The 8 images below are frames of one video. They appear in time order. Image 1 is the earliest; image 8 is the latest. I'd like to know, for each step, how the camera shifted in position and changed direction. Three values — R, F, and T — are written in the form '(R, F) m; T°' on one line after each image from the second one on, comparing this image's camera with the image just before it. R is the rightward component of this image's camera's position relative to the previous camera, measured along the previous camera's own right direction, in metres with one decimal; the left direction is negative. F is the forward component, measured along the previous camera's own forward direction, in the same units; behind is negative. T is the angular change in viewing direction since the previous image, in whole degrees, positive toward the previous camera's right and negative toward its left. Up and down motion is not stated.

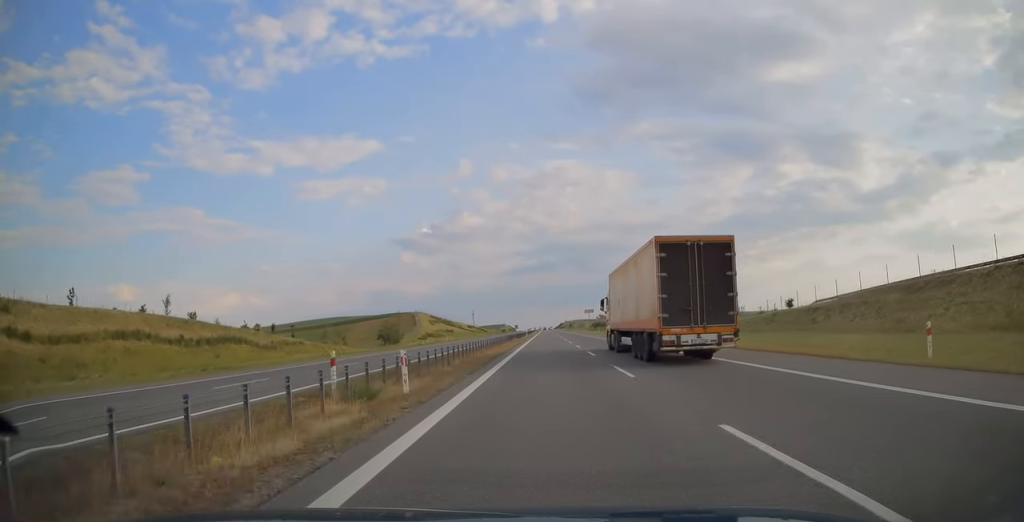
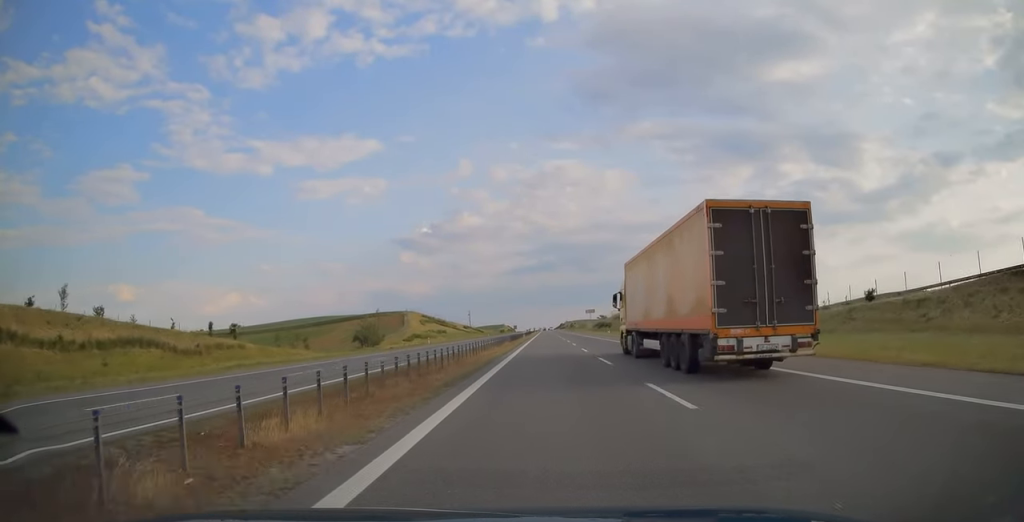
(0.0, +18.3) m; 0°
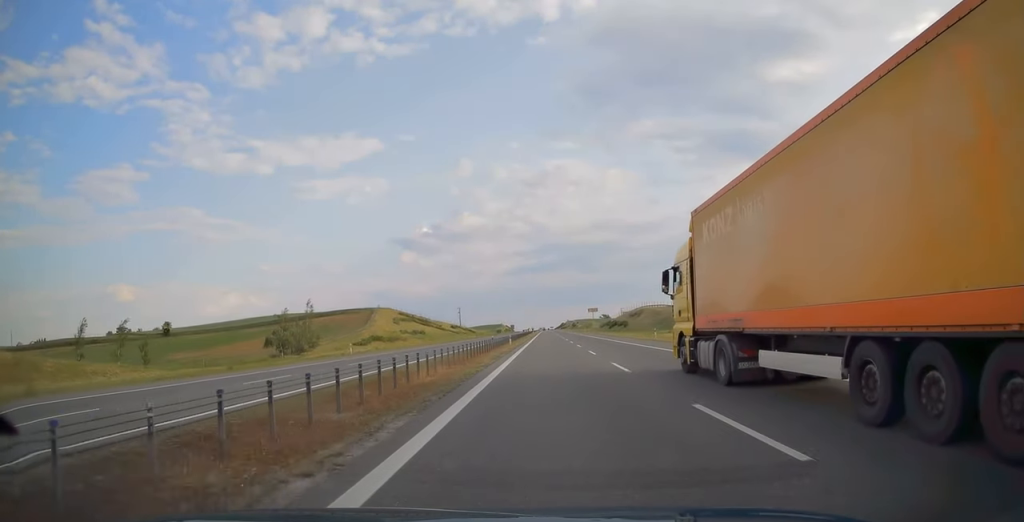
(0.0, +39.9) m; 0°
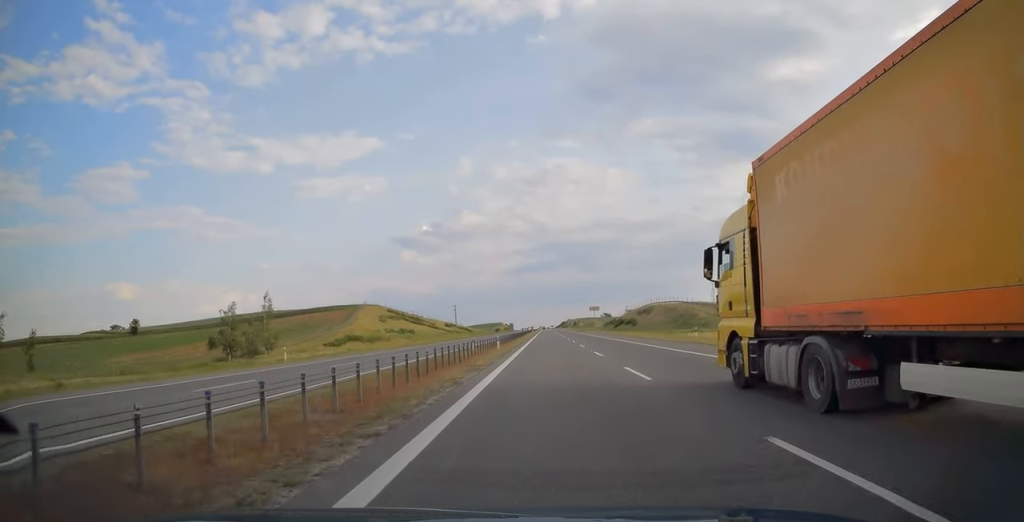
(0.0, +15.3) m; 0°
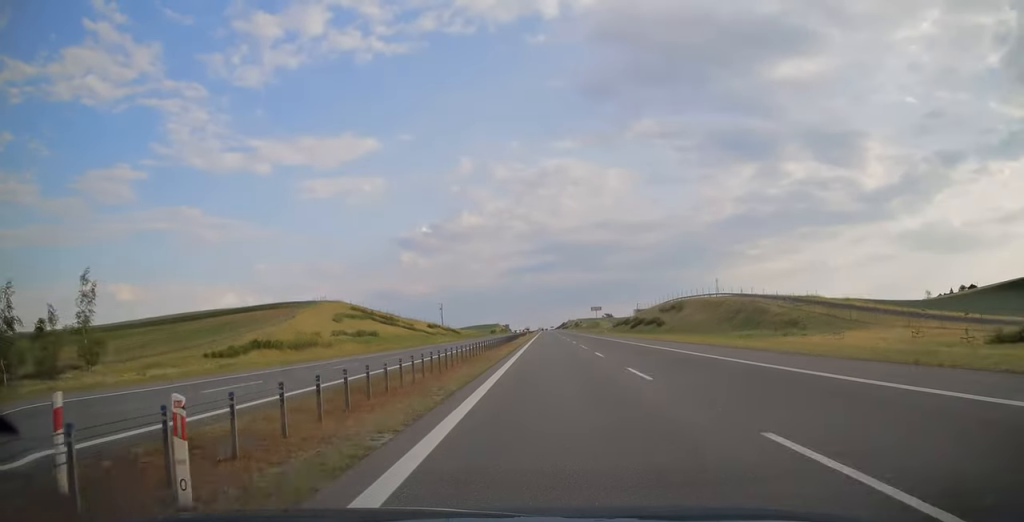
(0.0, +35.8) m; 0°
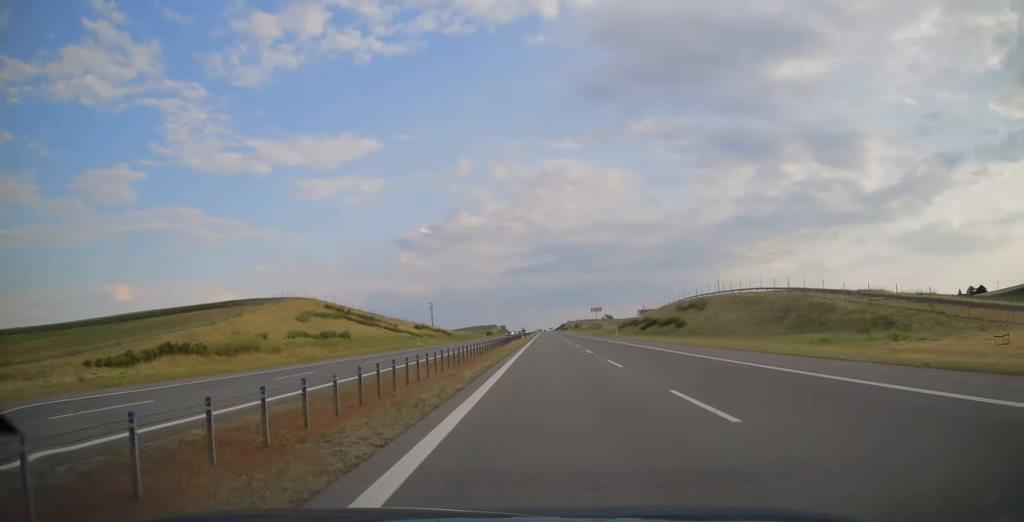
(0.0, +18.7) m; 0°
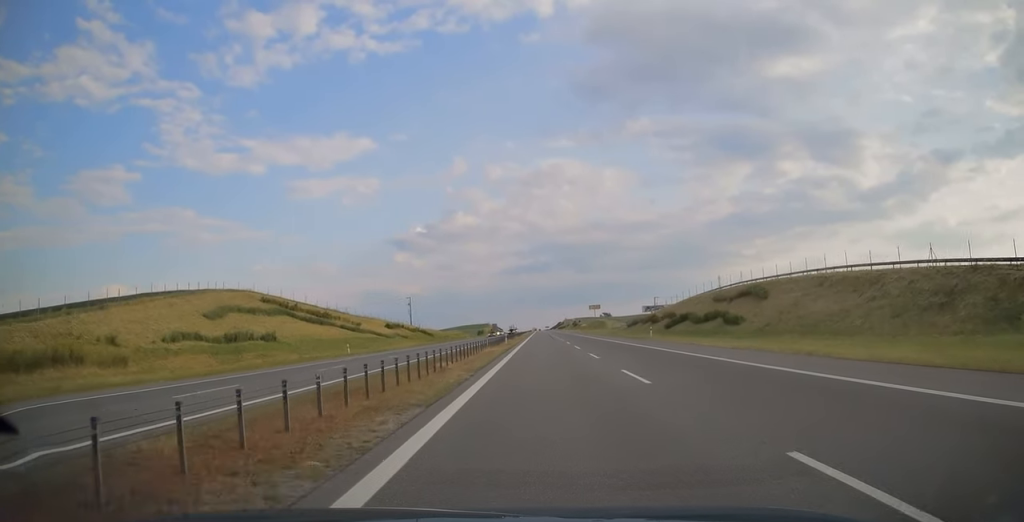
(0.0, +30.4) m; 0°
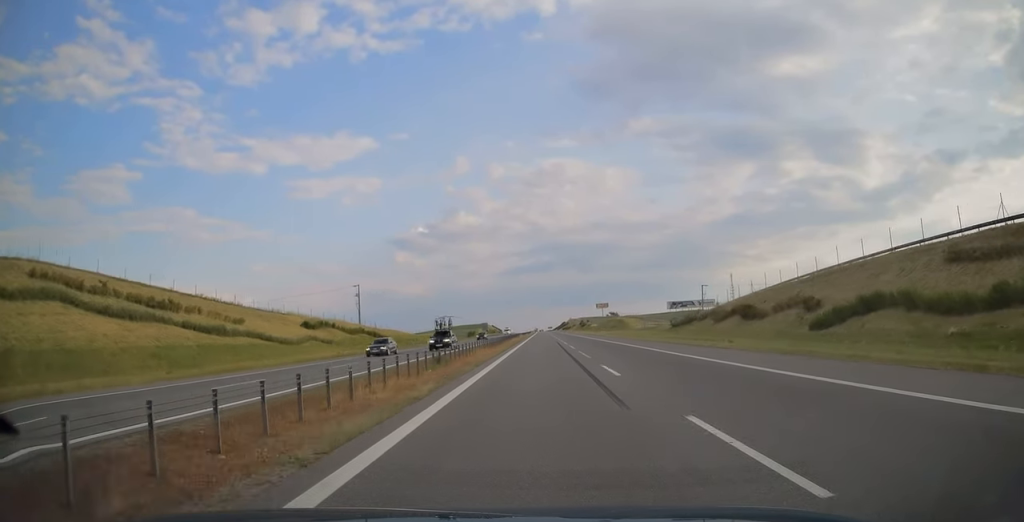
(+0.3, +57.3) m; 0°
